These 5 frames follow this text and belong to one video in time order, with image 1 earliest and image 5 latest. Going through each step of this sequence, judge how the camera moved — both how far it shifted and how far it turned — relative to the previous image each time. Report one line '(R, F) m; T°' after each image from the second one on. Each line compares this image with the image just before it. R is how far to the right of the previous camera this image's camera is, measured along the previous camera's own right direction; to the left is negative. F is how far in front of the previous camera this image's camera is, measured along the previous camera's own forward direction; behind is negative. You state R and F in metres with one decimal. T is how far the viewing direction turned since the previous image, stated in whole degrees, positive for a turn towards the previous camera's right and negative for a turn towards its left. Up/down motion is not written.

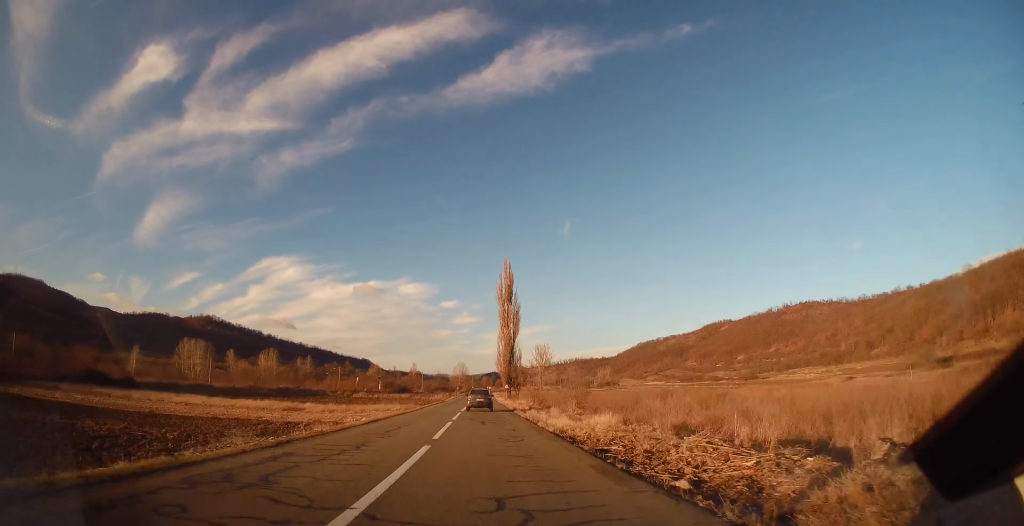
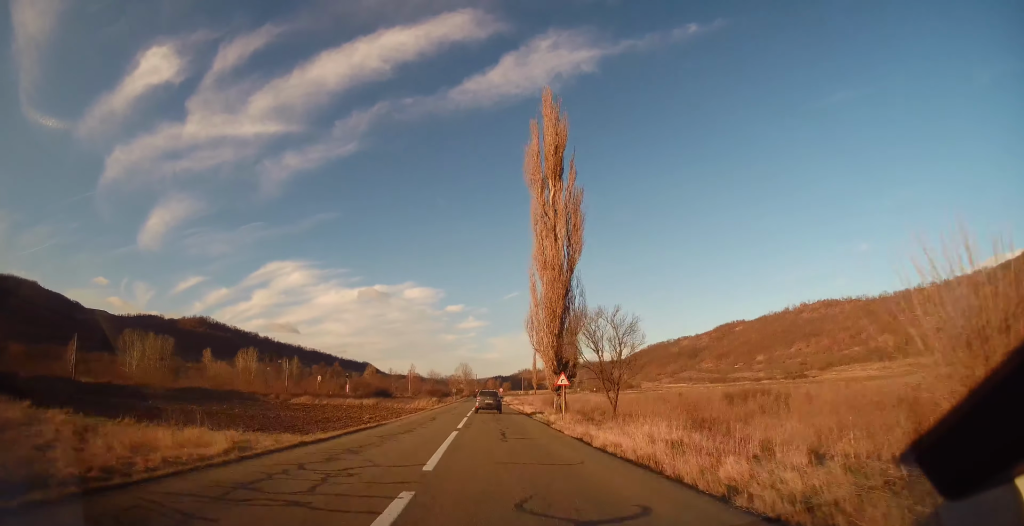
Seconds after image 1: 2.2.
(-0.4, +51.8) m; 0°
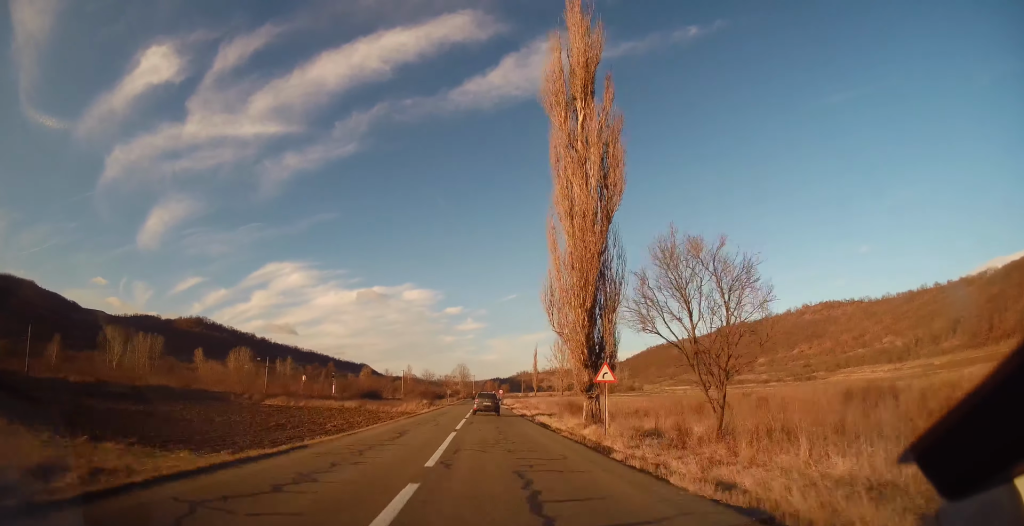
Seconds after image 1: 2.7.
(+0.1, +11.0) m; 0°
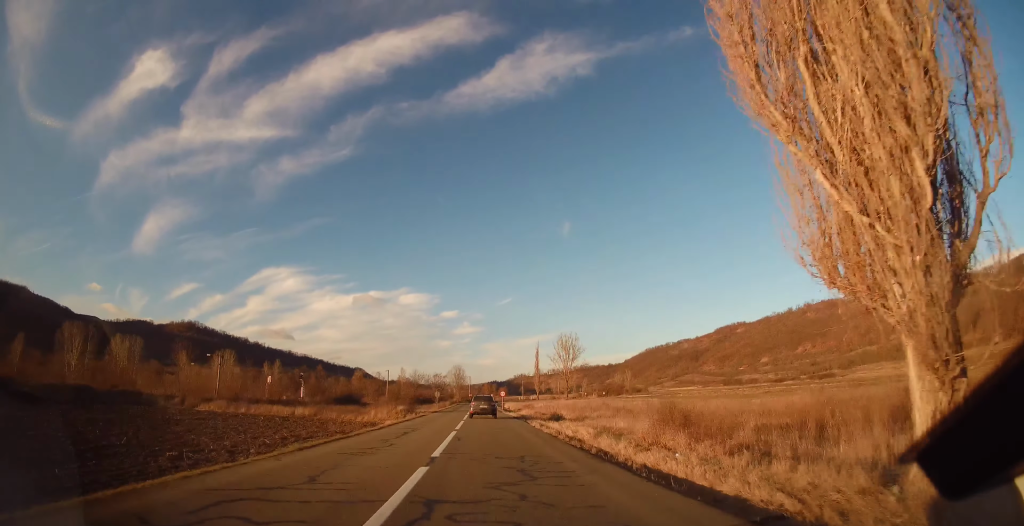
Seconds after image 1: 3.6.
(+0.1, +20.6) m; 0°
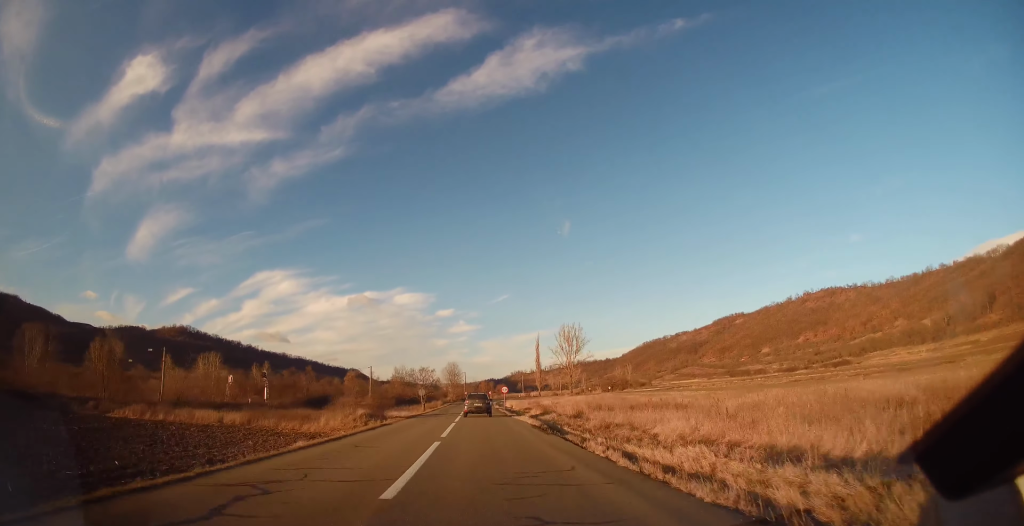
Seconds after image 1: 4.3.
(0.0, +16.8) m; 0°
